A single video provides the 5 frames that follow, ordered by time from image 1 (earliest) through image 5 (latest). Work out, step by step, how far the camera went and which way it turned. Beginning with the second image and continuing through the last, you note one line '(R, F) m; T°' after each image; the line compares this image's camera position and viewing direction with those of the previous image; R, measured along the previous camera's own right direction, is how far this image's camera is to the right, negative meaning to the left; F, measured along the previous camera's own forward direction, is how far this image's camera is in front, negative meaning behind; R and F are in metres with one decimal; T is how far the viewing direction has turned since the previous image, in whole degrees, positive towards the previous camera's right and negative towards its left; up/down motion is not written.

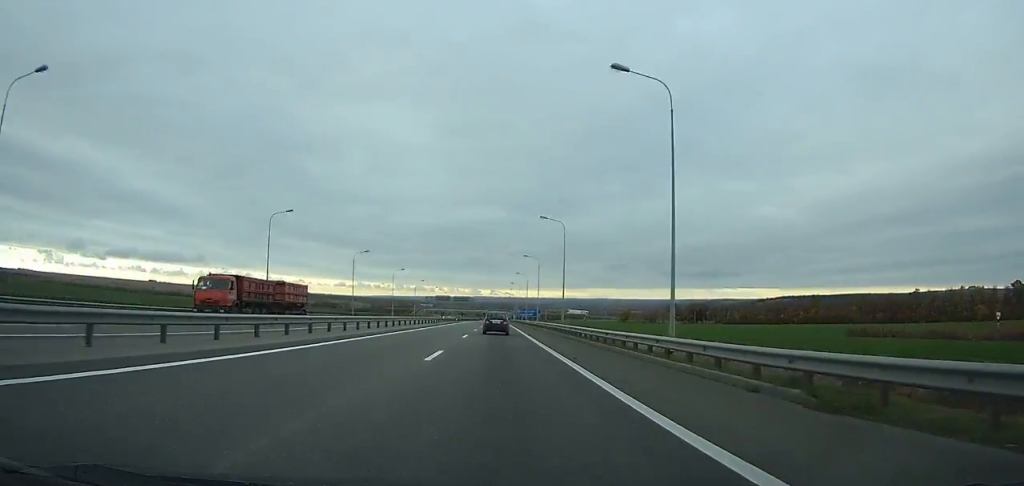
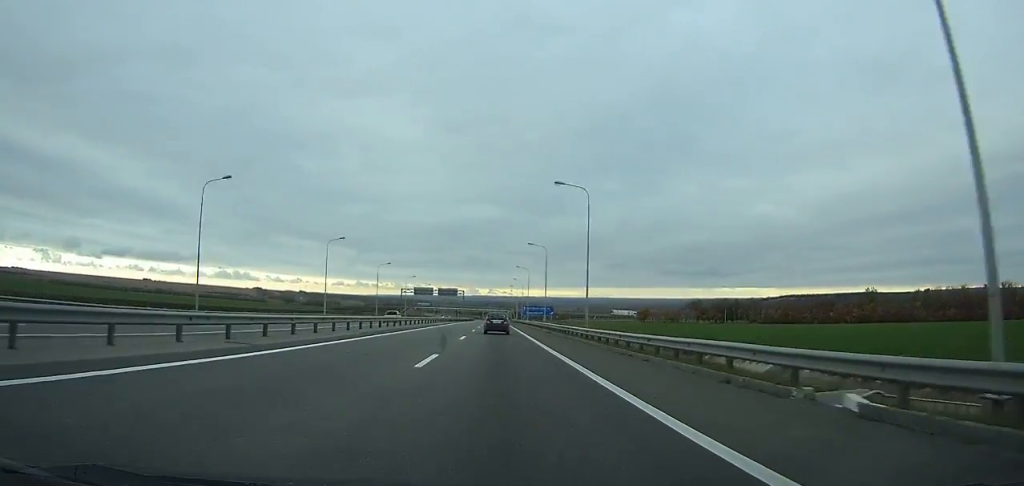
(0.0, +49.1) m; 0°
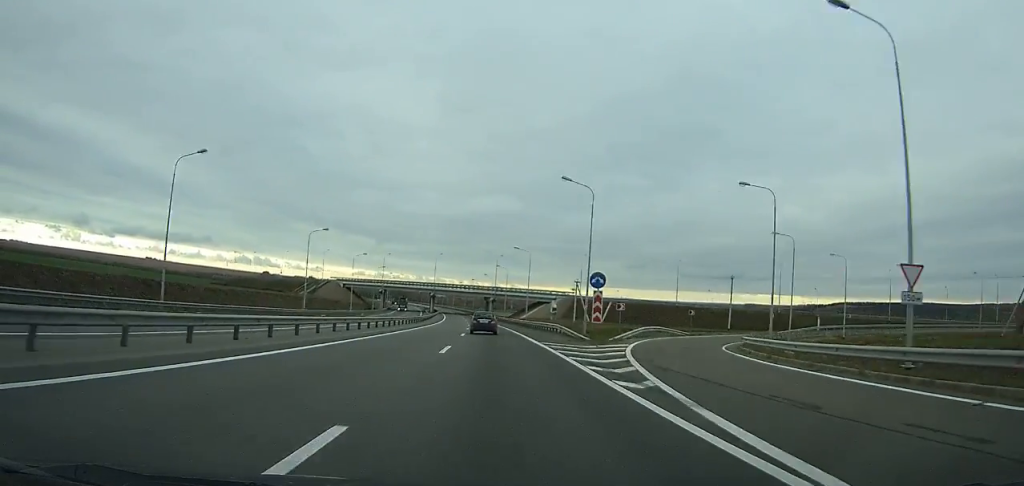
(-0.3, +239.2) m; -1°
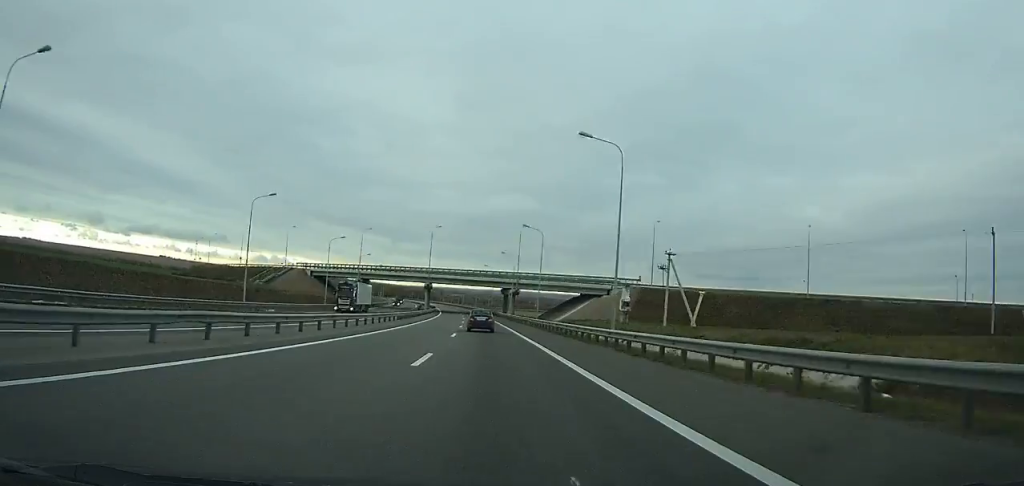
(-0.1, +51.1) m; -1°
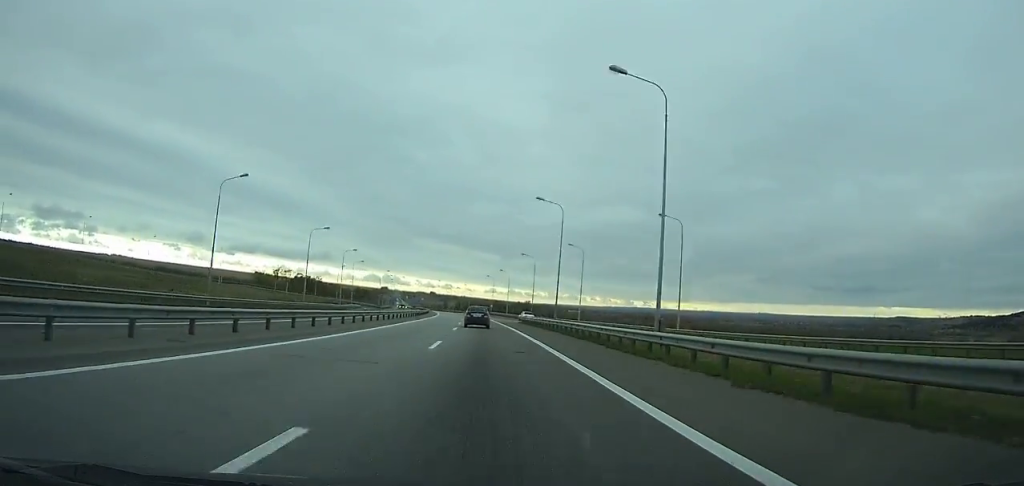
(-21.7, +243.9) m; -11°
